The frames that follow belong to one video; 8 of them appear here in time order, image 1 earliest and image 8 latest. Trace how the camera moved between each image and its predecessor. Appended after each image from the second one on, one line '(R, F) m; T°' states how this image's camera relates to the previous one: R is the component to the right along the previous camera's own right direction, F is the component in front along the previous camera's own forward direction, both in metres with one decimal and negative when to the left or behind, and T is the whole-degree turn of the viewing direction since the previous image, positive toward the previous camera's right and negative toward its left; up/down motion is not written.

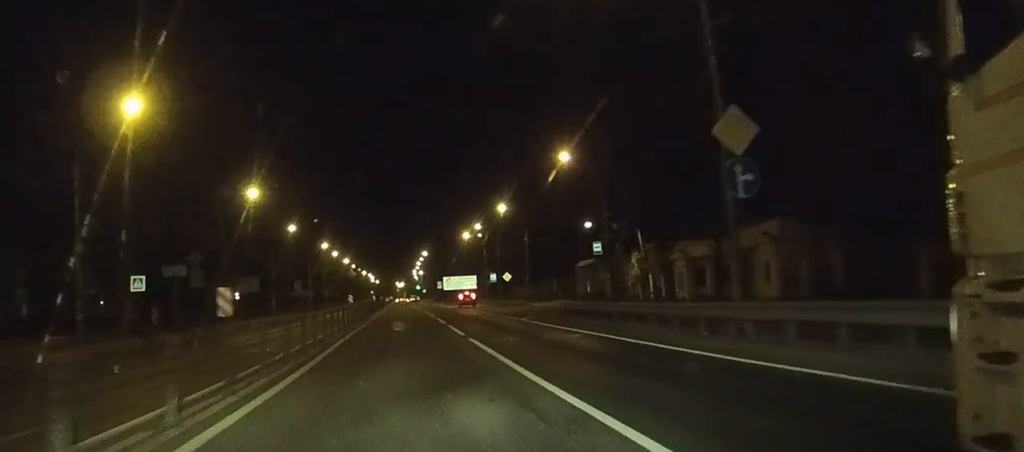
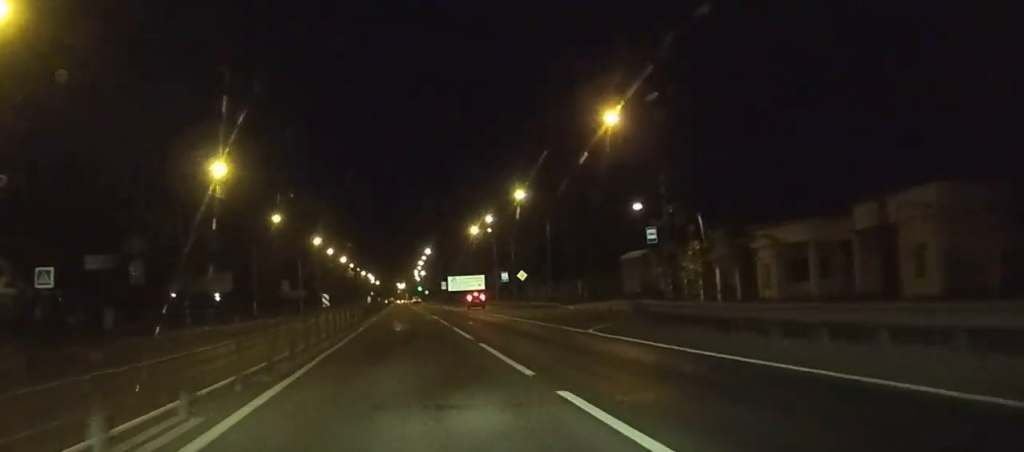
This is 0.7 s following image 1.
(0.0, +14.1) m; 0°
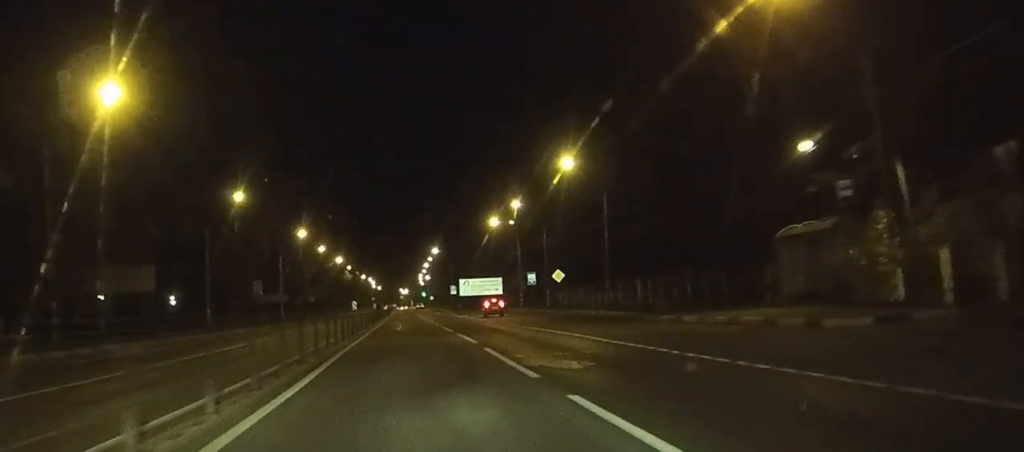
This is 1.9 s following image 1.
(+0.1, +22.9) m; 0°
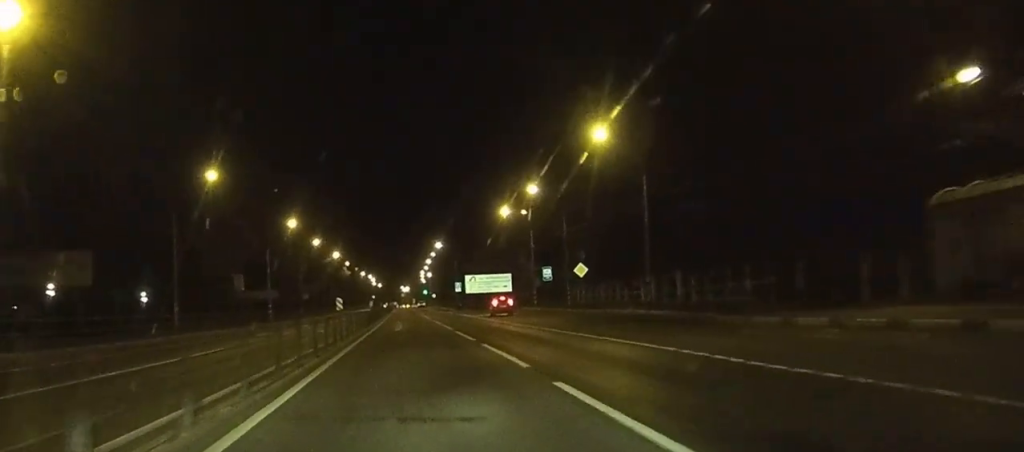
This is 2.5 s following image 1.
(0.0, +10.2) m; 0°
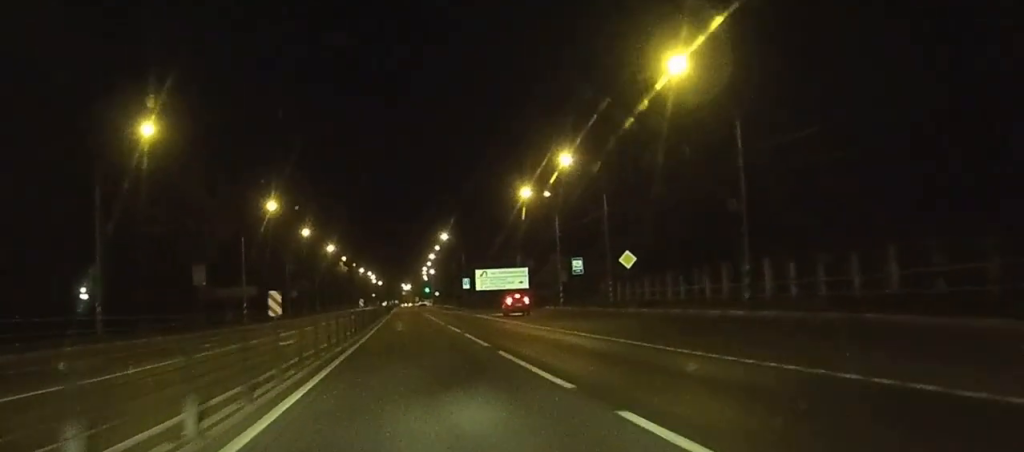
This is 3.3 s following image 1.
(-0.1, +15.2) m; 0°
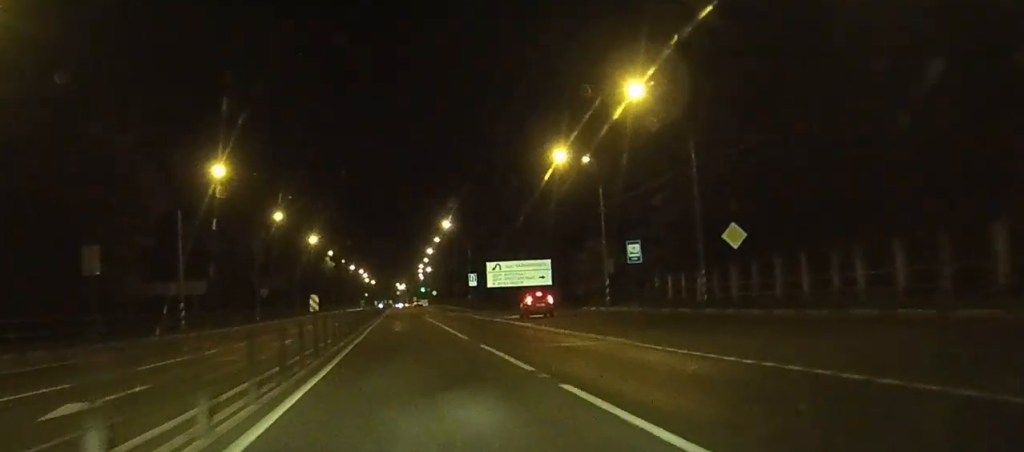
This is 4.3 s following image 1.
(0.0, +20.2) m; 0°
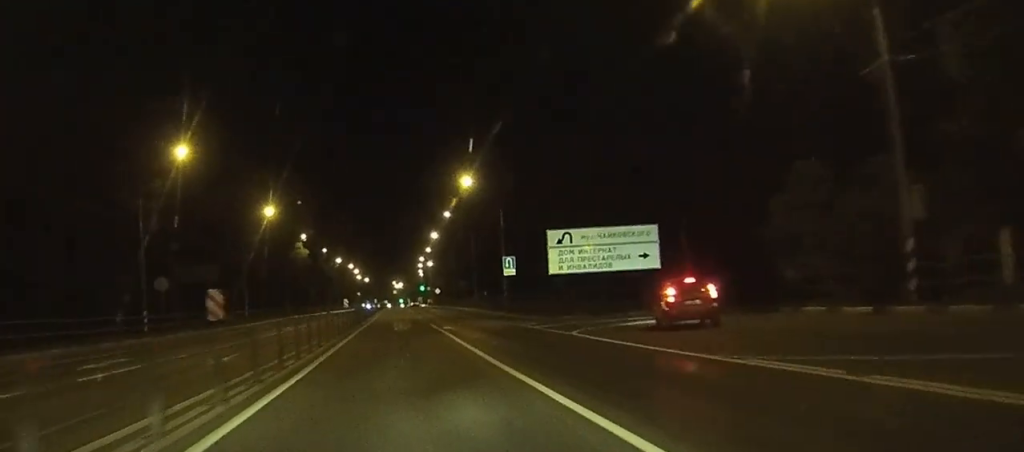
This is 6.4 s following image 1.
(0.0, +38.6) m; 0°
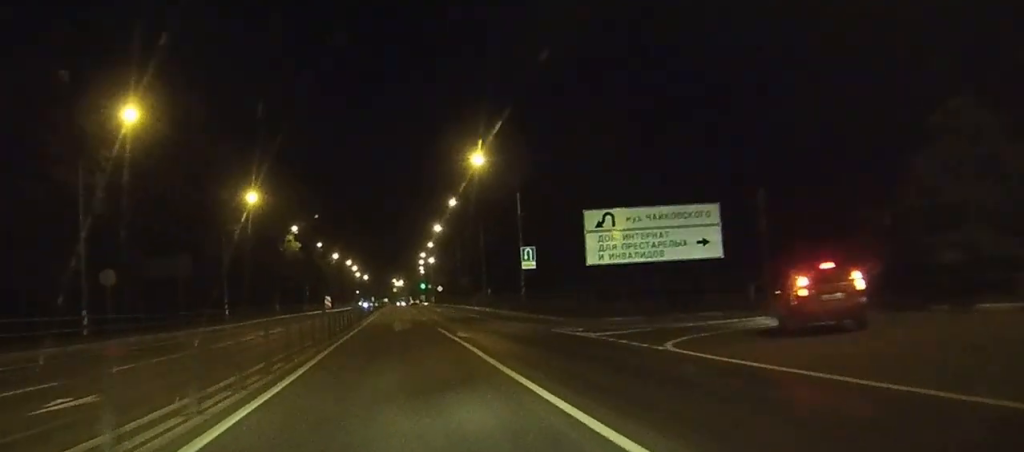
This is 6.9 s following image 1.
(0.0, +10.1) m; 0°
